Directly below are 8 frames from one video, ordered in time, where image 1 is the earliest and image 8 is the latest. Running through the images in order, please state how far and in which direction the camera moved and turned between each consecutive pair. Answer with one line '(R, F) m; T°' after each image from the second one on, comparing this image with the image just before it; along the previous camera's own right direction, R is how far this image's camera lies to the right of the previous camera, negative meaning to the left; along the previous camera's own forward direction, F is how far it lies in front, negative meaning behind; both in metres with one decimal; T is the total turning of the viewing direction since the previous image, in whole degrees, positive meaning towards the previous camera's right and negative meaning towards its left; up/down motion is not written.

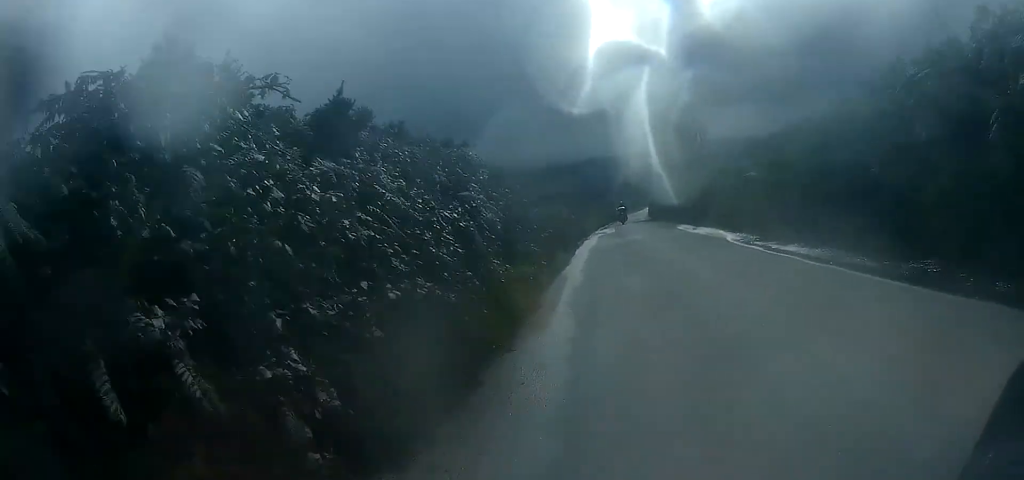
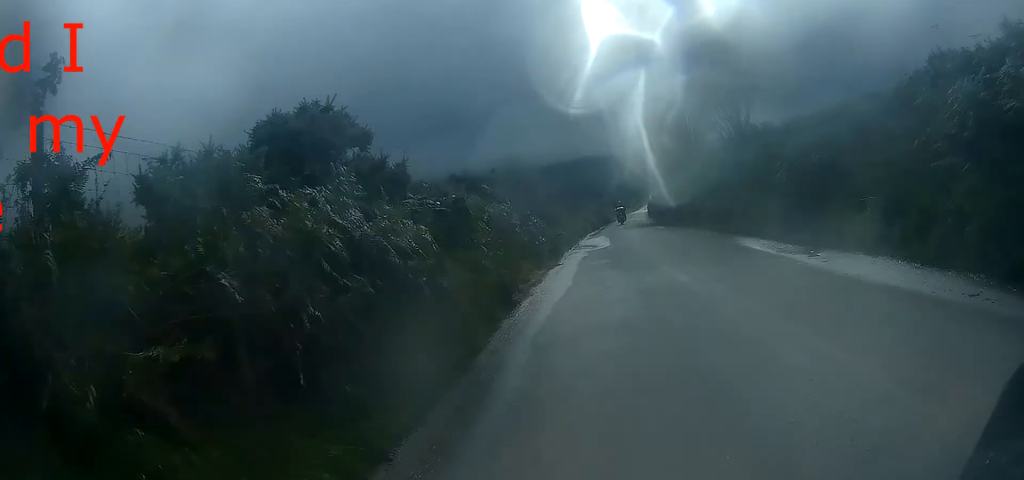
(+0.1, +12.7) m; +1°
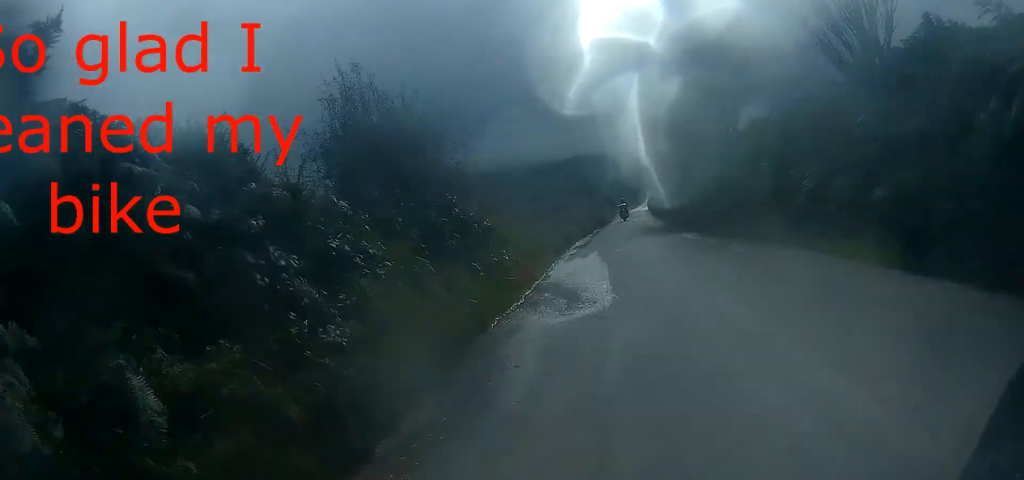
(0.0, +11.9) m; +1°
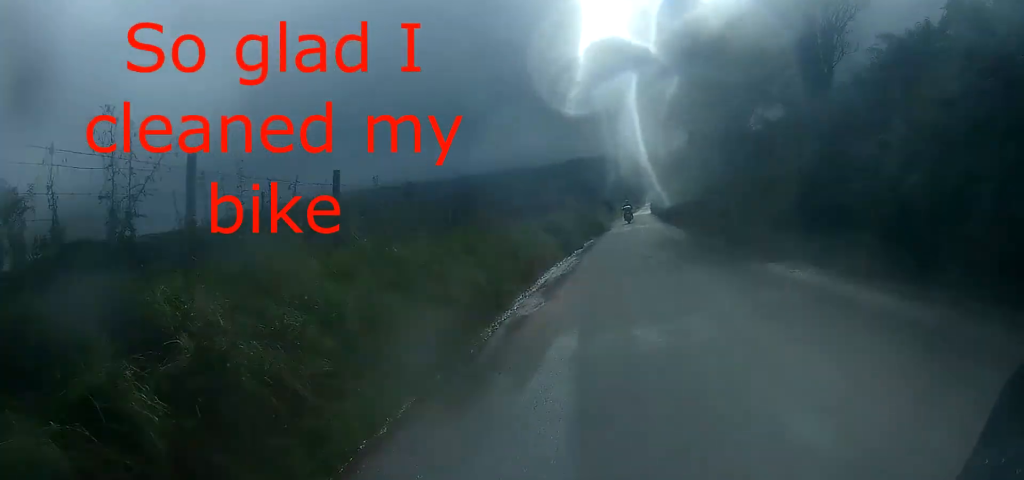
(+0.1, +11.0) m; +1°
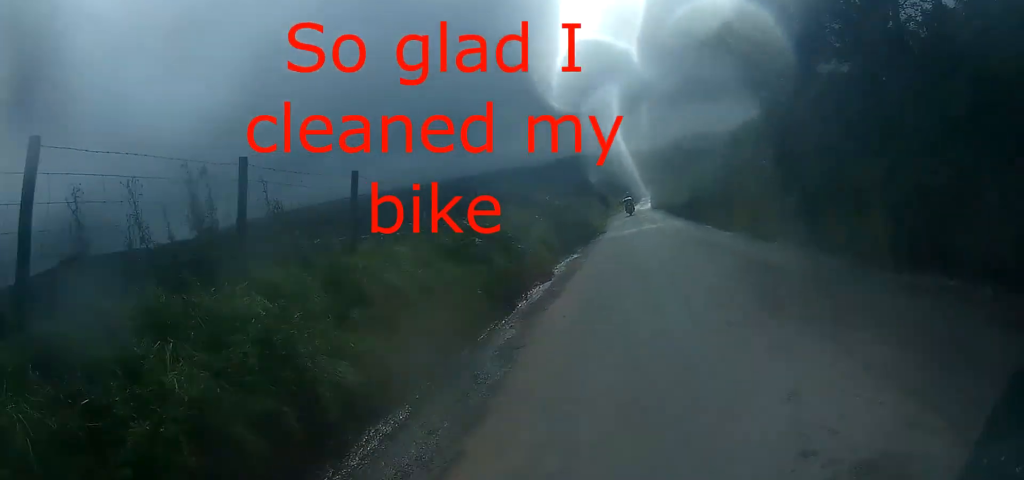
(+0.1, +11.3) m; +1°
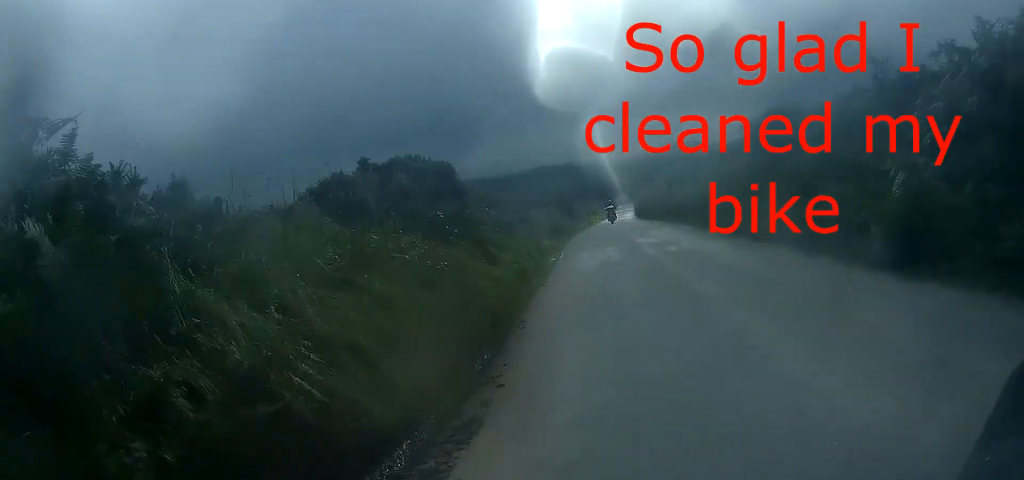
(+0.4, +24.5) m; +2°
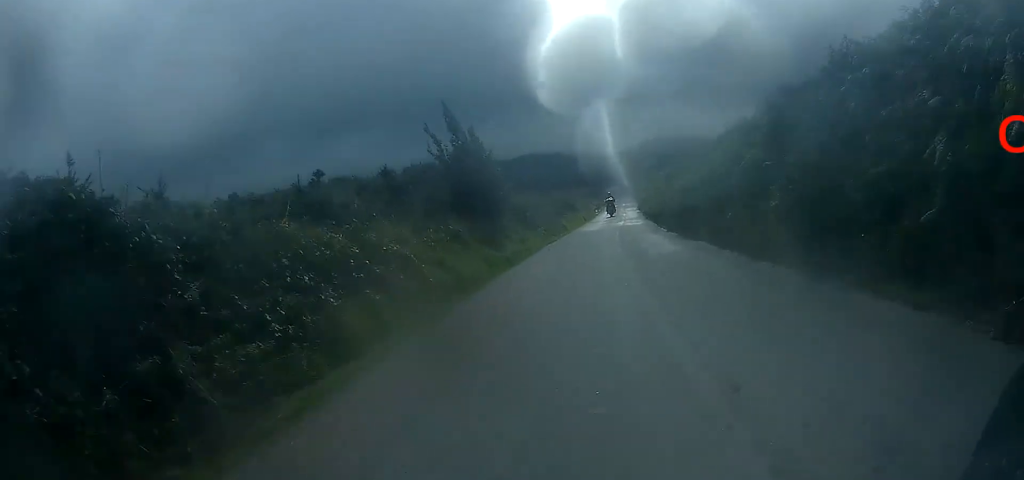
(+0.2, +30.1) m; +1°
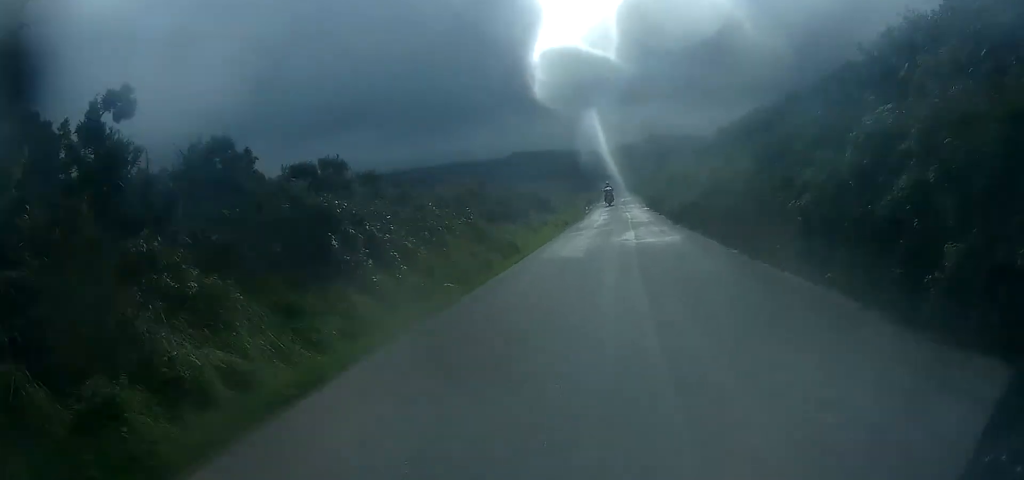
(0.0, +16.6) m; 0°
